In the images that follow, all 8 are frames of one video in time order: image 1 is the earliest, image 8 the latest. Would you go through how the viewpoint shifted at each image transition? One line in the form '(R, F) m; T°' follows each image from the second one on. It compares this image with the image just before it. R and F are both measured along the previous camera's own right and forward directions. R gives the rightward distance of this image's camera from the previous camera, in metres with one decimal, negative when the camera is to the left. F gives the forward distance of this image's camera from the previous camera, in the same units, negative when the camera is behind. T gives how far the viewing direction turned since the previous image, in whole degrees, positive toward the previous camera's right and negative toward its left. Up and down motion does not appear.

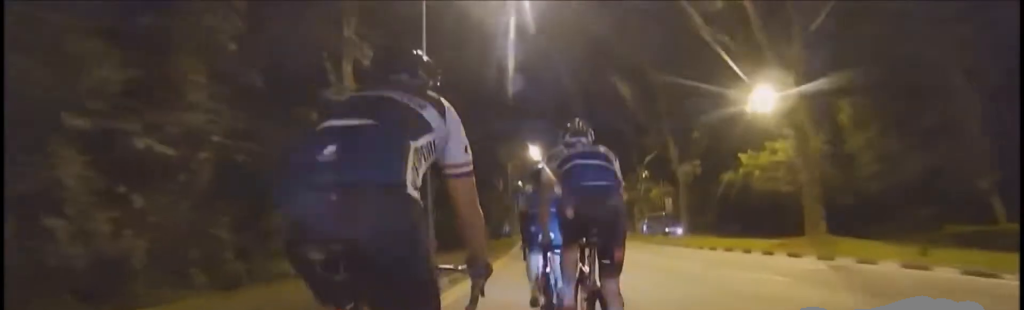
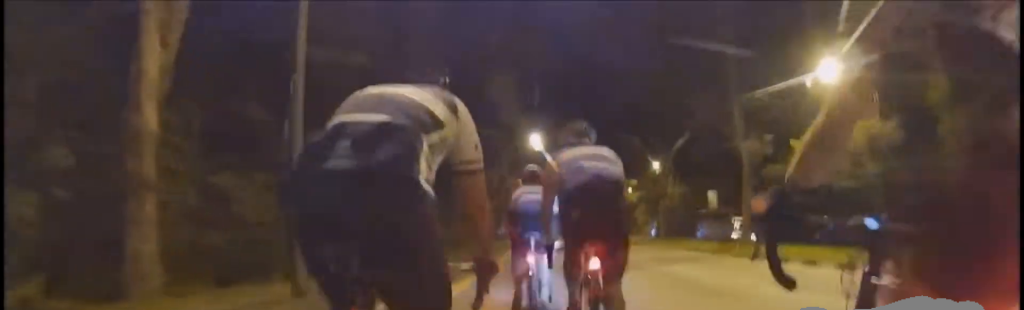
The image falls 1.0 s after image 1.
(0.0, +11.6) m; 0°
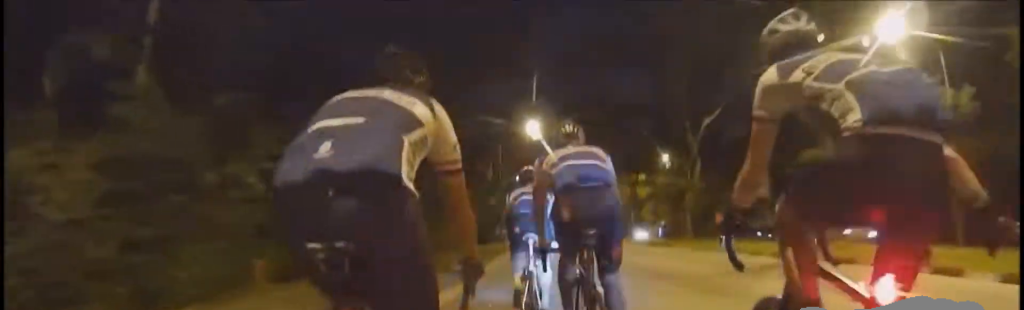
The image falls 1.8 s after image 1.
(0.0, +8.2) m; 0°
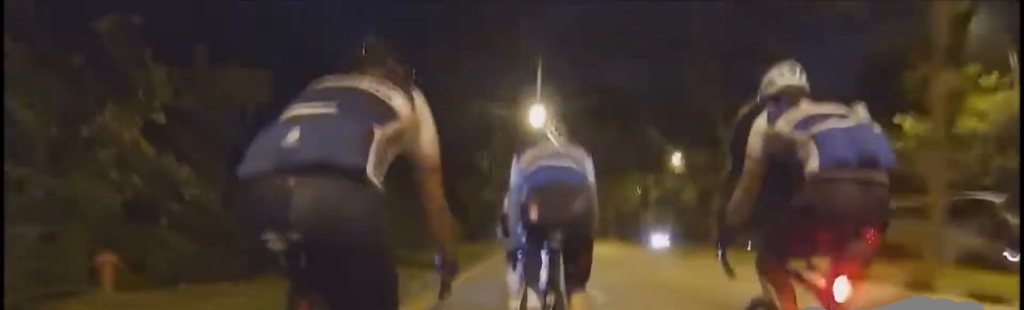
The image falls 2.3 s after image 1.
(0.0, +5.6) m; 0°
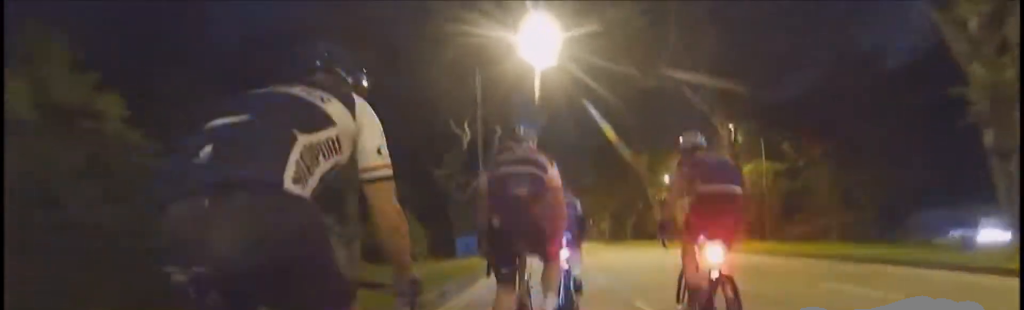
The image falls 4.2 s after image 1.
(0.0, +21.6) m; 0°
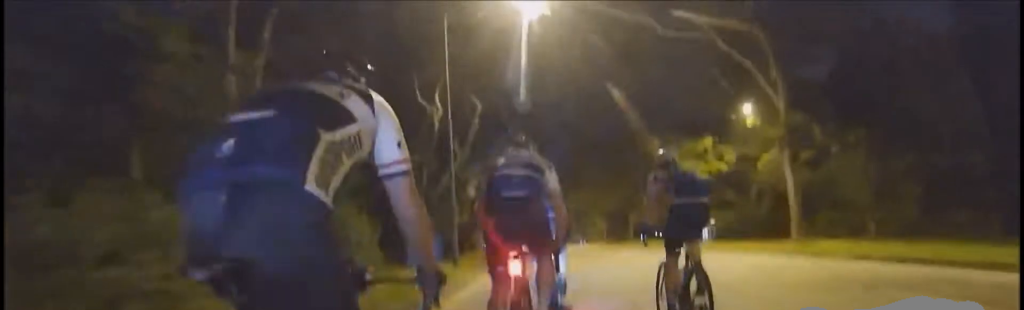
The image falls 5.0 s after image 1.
(0.0, +8.0) m; 0°
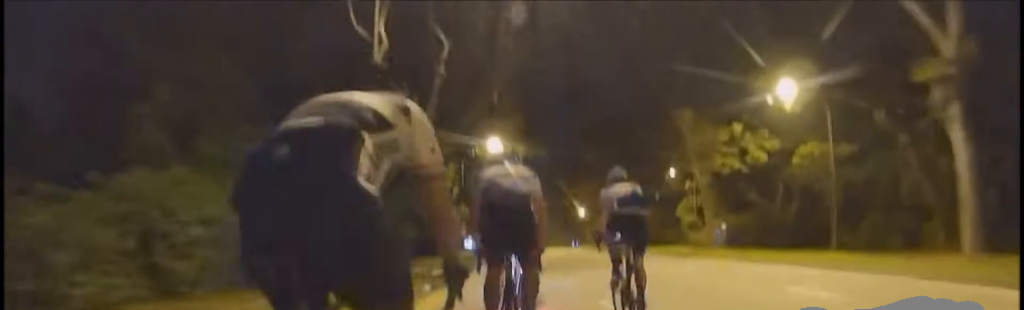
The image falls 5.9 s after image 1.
(0.0, +10.5) m; 0°
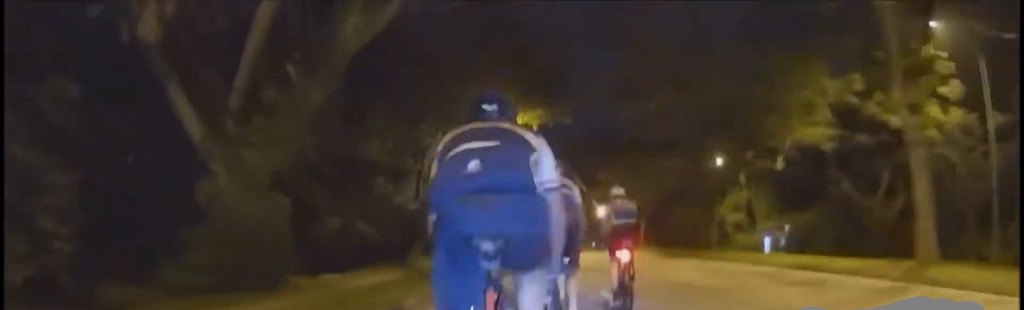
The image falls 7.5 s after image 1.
(0.0, +16.1) m; -2°
